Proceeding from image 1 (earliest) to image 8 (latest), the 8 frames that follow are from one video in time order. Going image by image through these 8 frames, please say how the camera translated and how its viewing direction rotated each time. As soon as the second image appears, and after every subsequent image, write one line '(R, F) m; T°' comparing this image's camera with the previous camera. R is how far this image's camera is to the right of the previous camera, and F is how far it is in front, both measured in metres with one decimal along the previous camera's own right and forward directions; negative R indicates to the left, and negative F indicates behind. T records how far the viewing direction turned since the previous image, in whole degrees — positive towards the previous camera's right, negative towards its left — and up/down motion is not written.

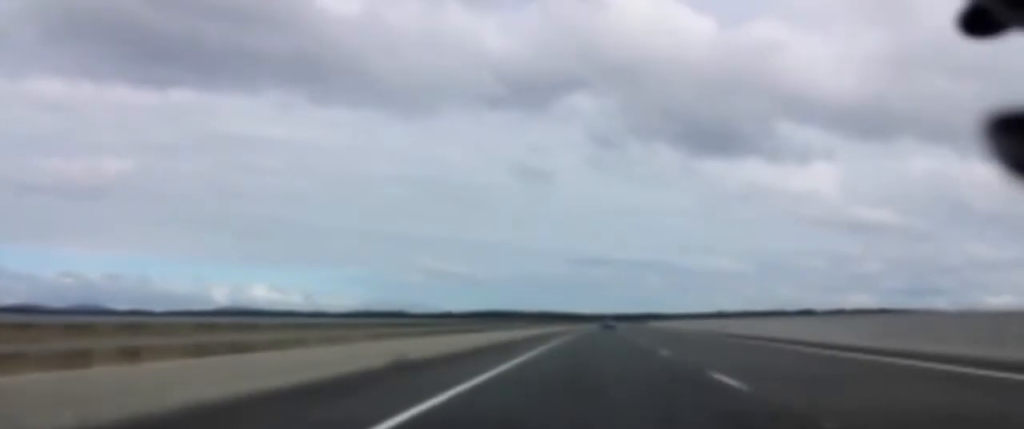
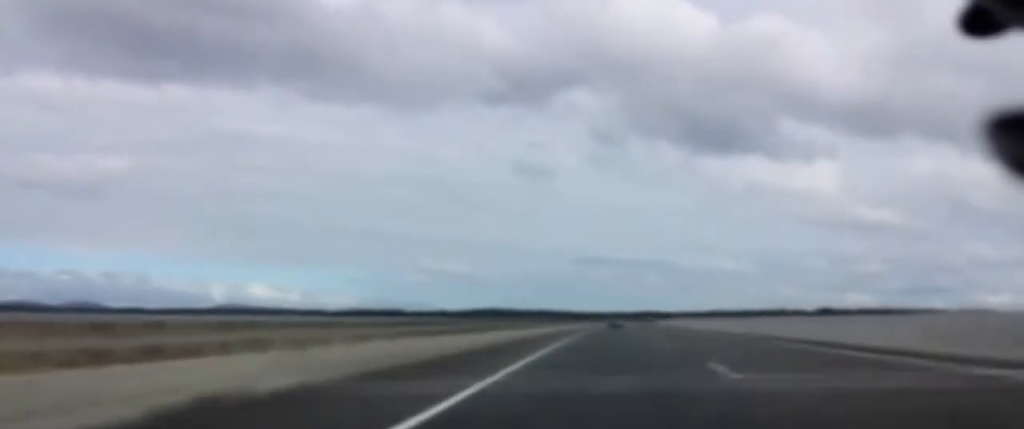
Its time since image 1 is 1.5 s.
(+0.3, +46.2) m; 0°
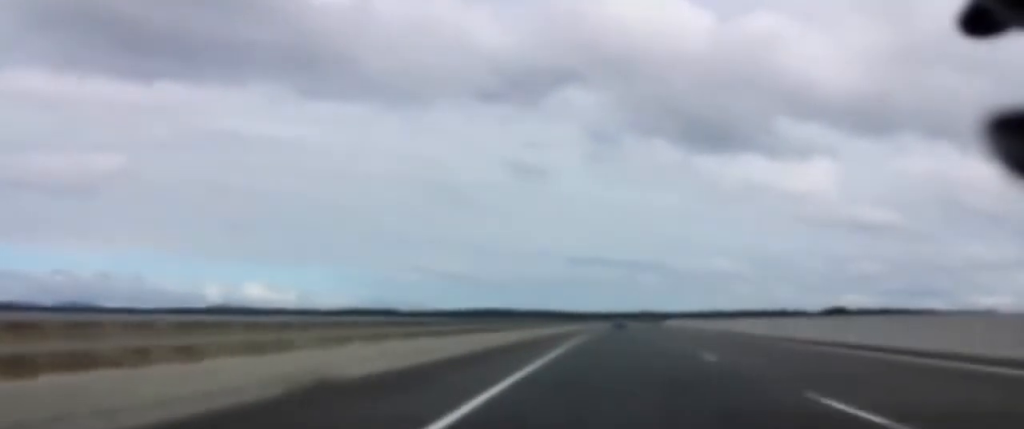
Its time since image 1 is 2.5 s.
(-0.3, +31.6) m; -1°
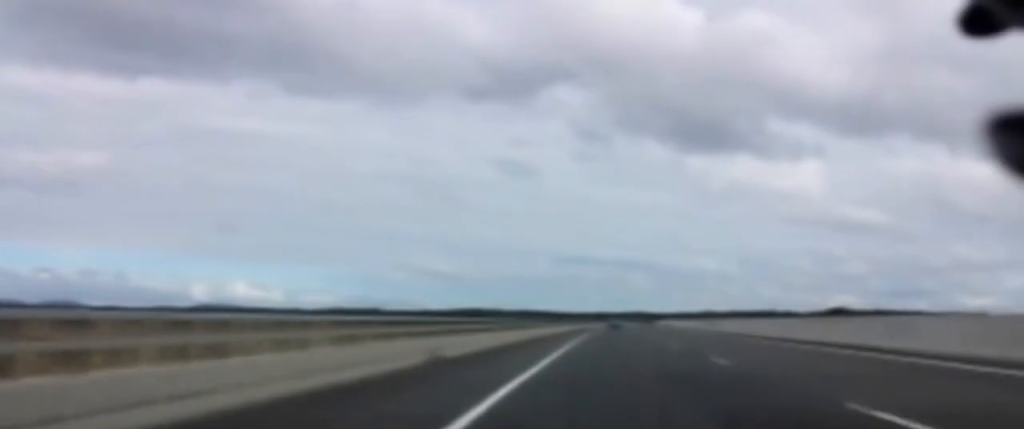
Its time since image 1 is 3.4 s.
(0.0, +25.4) m; 0°
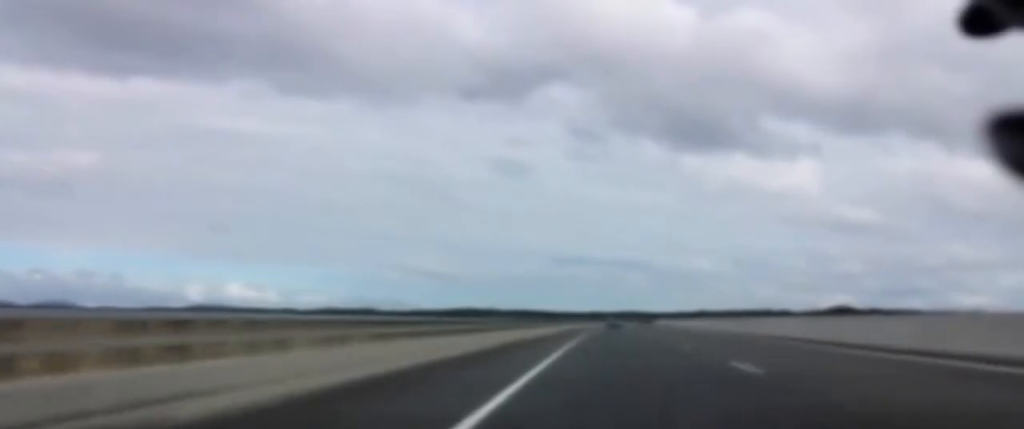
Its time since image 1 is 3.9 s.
(+0.1, +15.2) m; 0°
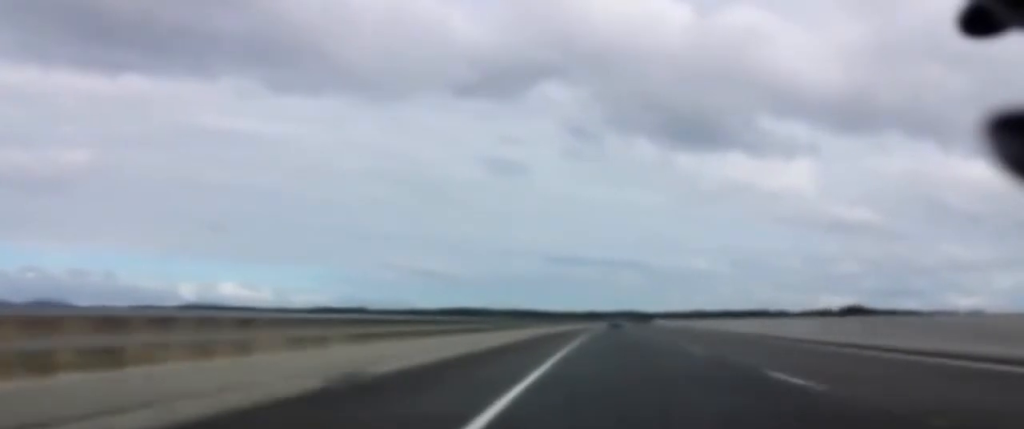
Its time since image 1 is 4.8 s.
(+0.1, +27.3) m; 0°
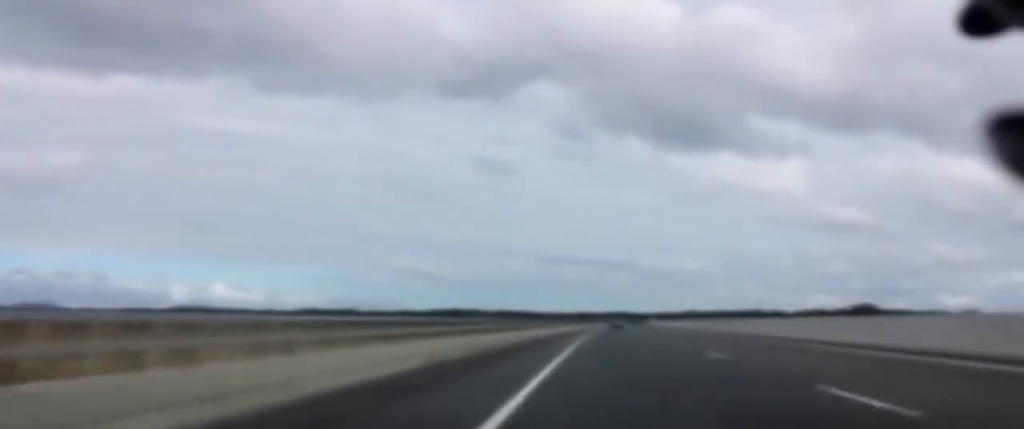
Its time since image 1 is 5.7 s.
(+0.1, +27.3) m; 0°
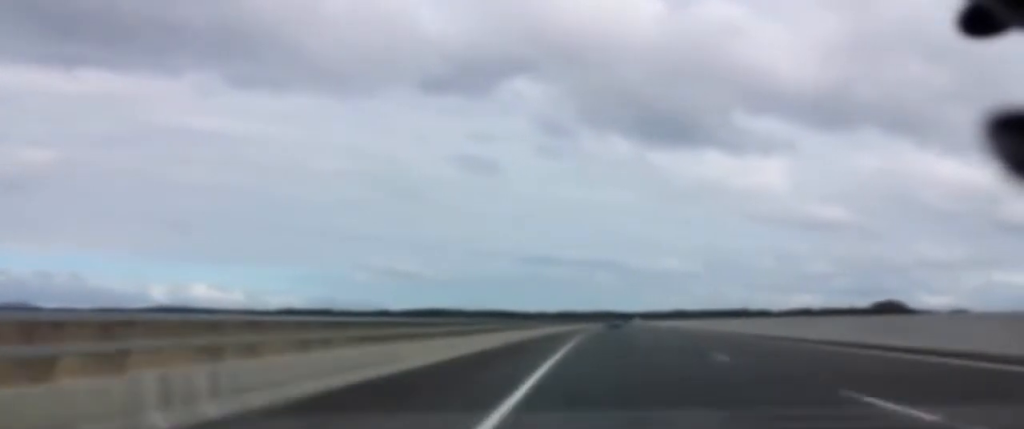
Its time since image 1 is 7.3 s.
(+0.5, +49.5) m; 0°
